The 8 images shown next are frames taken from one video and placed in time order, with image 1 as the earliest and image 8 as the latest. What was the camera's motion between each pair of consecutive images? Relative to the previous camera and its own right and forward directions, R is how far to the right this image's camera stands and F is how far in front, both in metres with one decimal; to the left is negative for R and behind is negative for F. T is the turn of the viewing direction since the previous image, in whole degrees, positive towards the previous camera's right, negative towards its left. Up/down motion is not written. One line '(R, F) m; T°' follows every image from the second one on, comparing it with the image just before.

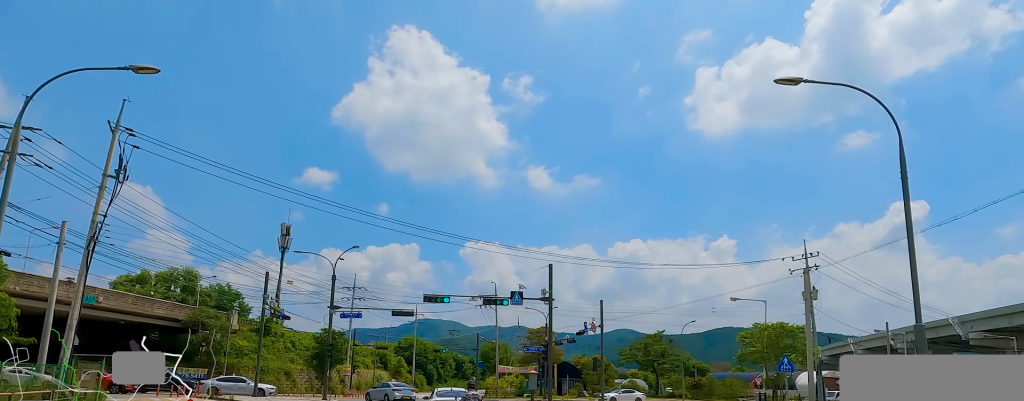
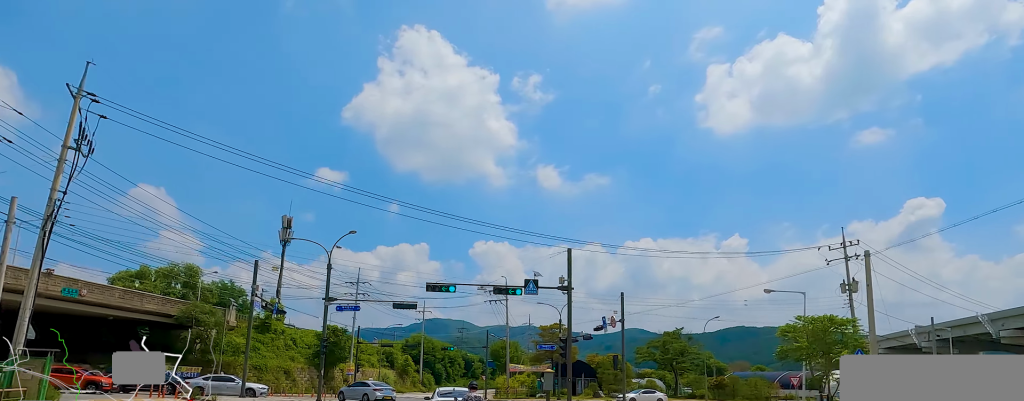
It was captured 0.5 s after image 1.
(-0.5, +3.1) m; -5°
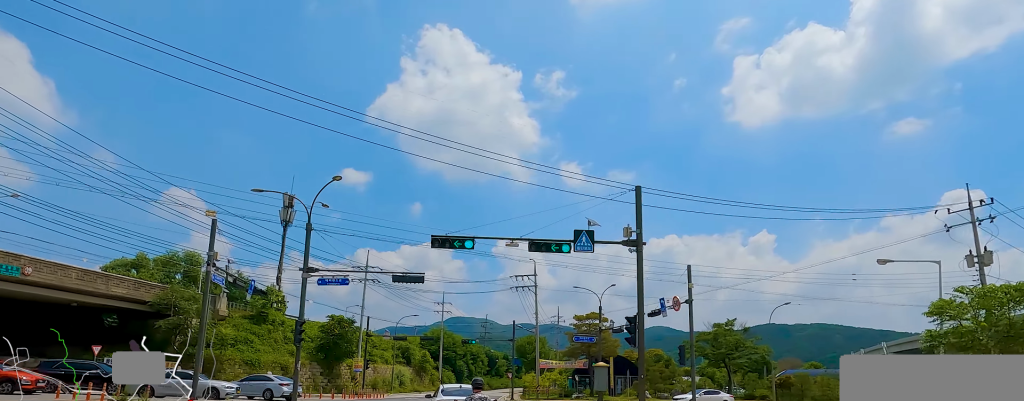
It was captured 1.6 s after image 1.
(+0.1, +7.8) m; -2°
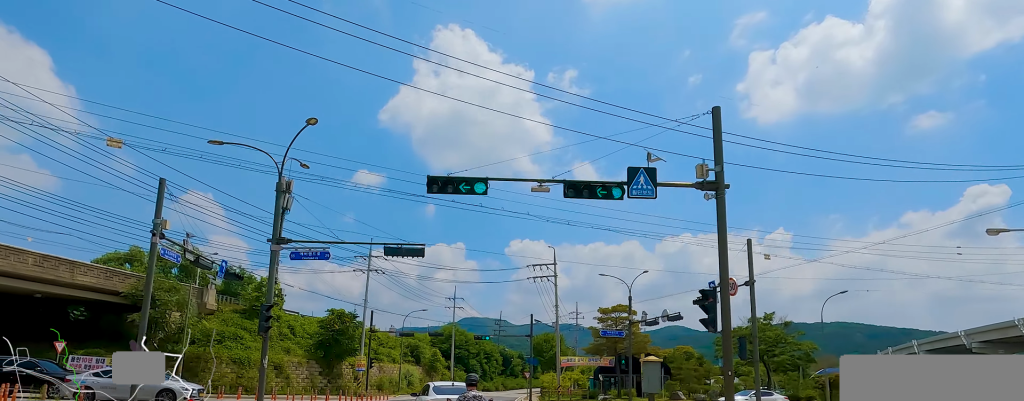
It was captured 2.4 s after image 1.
(-0.4, +5.0) m; -4°
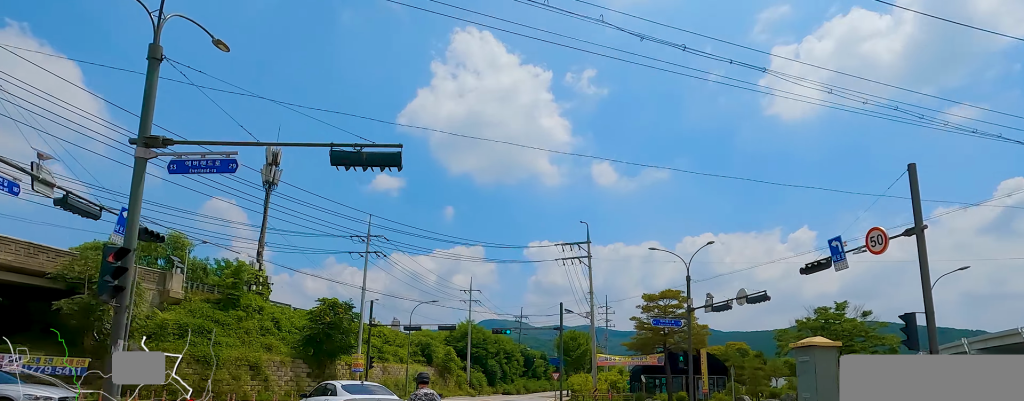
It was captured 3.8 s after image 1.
(+0.4, +8.0) m; +12°
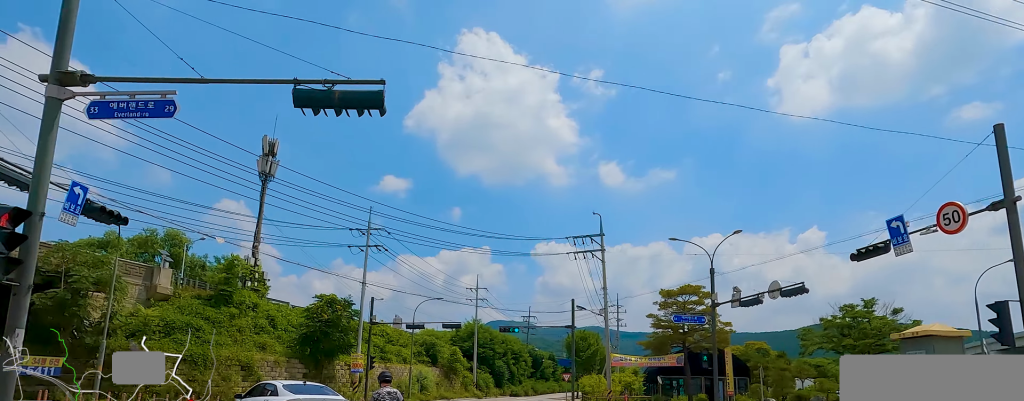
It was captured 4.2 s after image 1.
(+0.6, +2.3) m; 0°
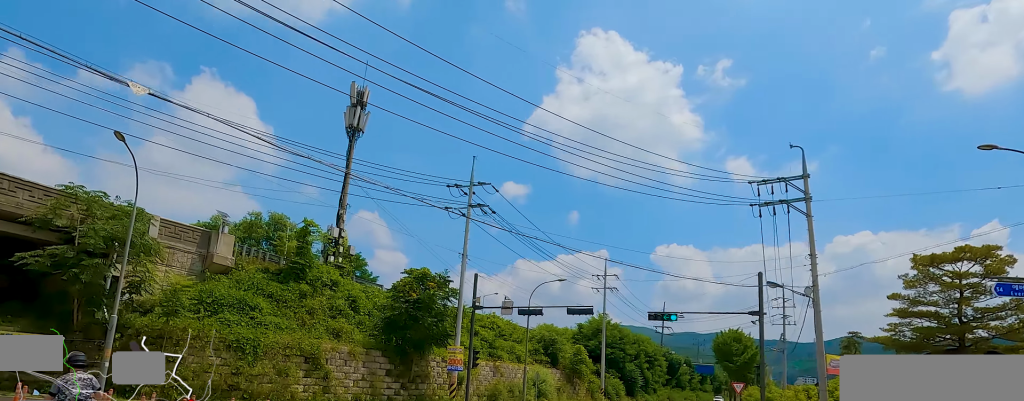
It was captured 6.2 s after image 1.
(-3.1, +10.7) m; -40°
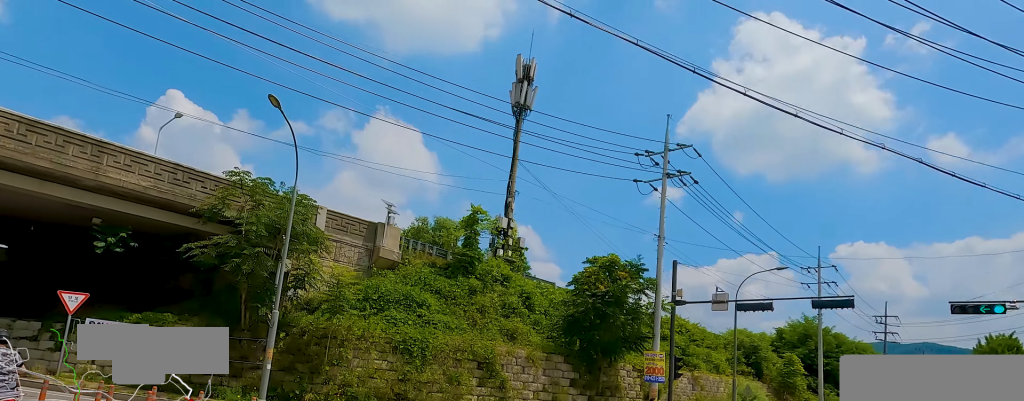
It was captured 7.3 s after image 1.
(-1.5, +6.1) m; -31°
